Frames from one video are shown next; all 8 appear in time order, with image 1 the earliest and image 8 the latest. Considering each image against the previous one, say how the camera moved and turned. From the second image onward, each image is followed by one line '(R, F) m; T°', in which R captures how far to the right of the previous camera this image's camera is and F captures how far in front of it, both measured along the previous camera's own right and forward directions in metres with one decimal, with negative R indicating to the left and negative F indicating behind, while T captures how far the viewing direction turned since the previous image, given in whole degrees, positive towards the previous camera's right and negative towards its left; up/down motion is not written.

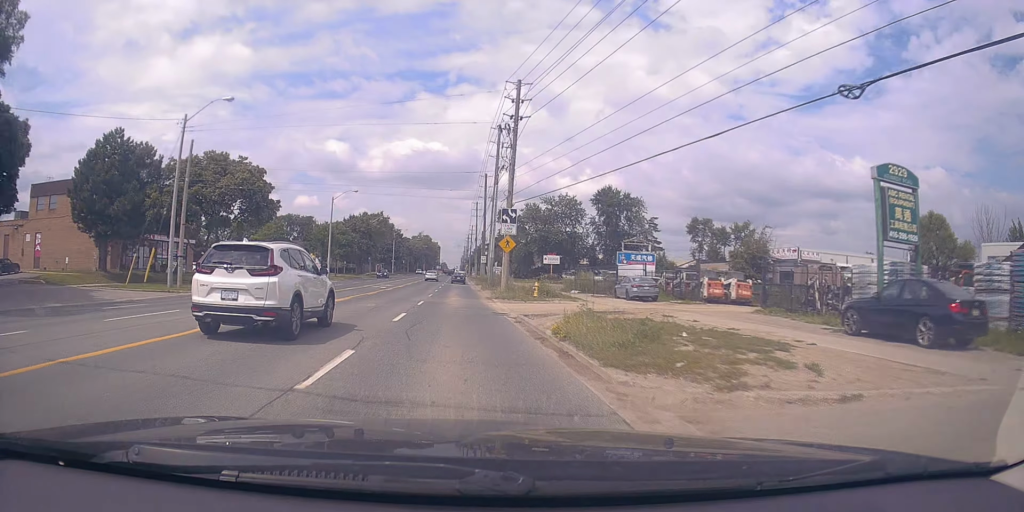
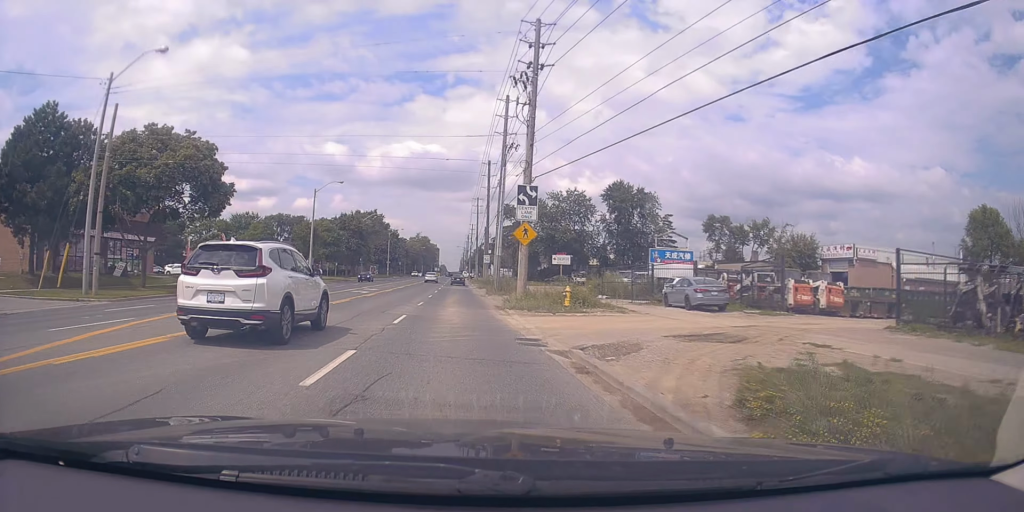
(-0.1, +8.8) m; +1°
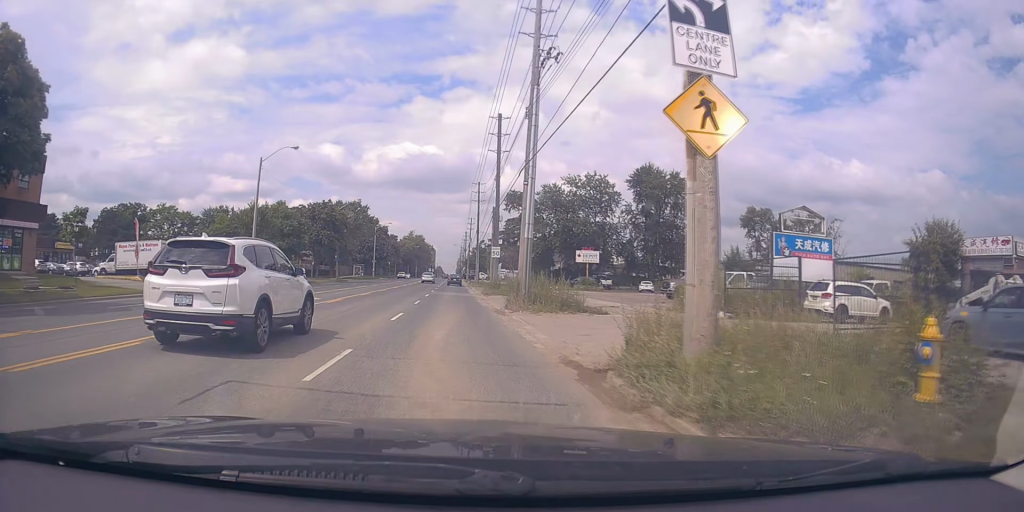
(+0.6, +17.5) m; 0°
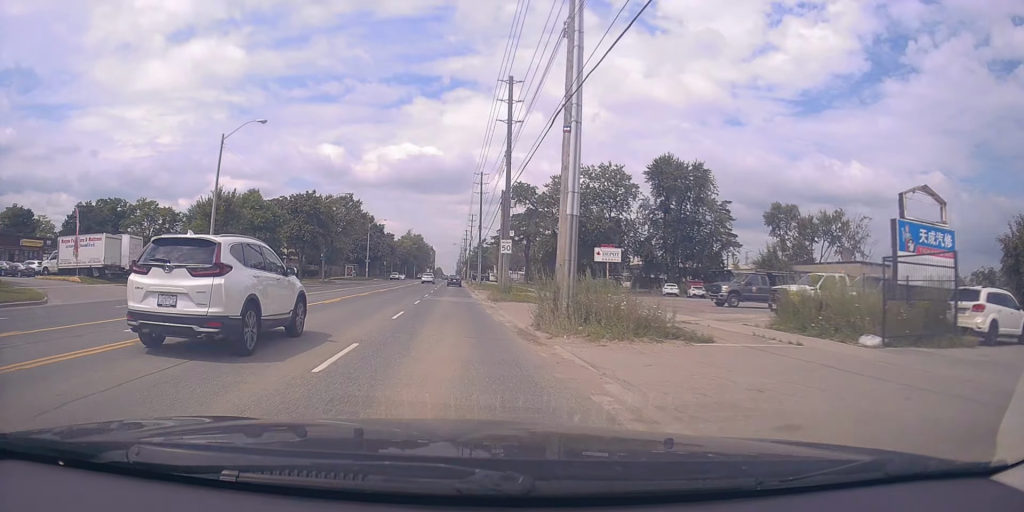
(-0.3, +8.2) m; 0°
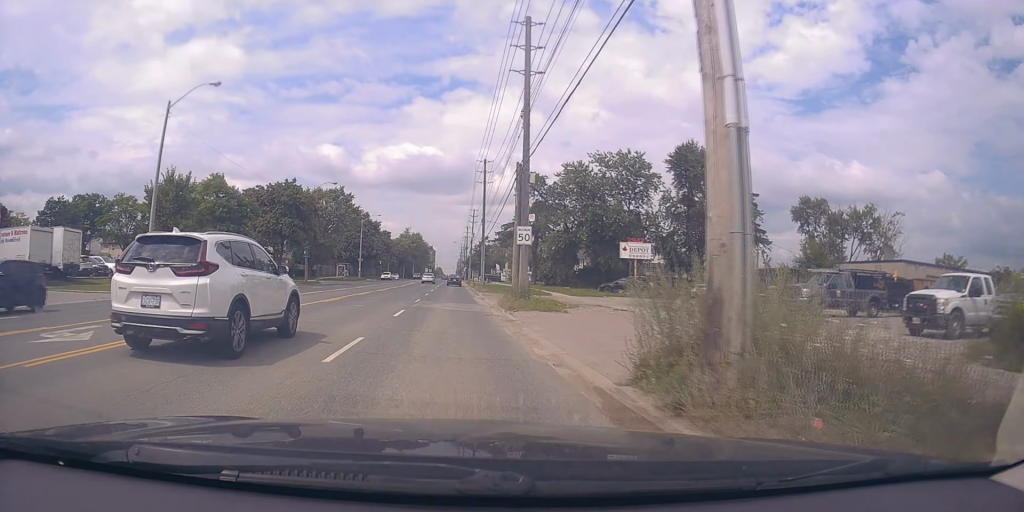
(-0.1, +8.3) m; 0°
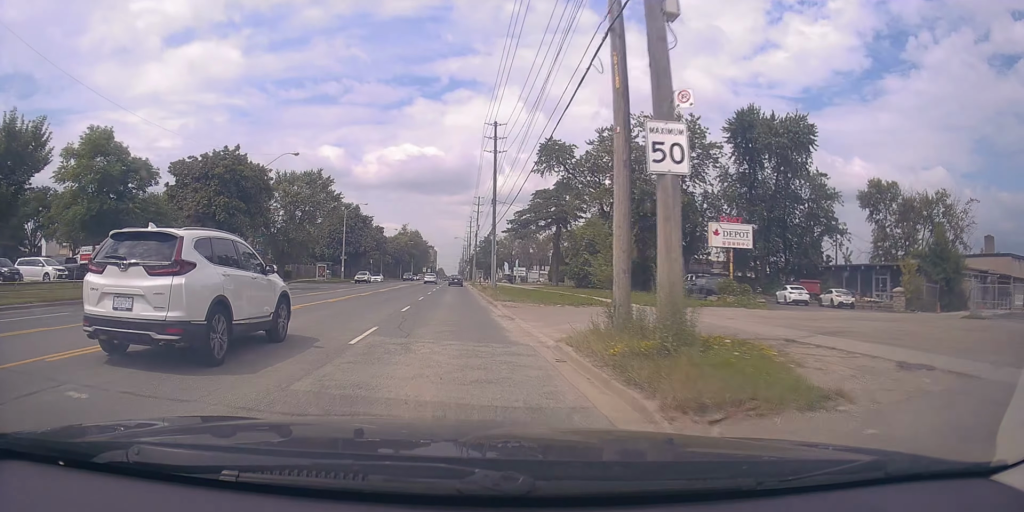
(+0.4, +16.1) m; +1°
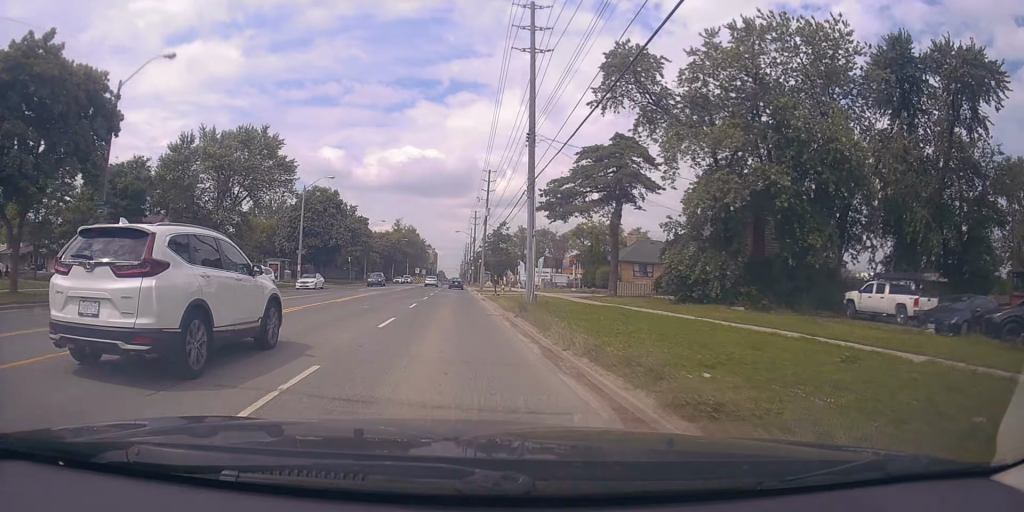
(-0.5, +23.4) m; -2°
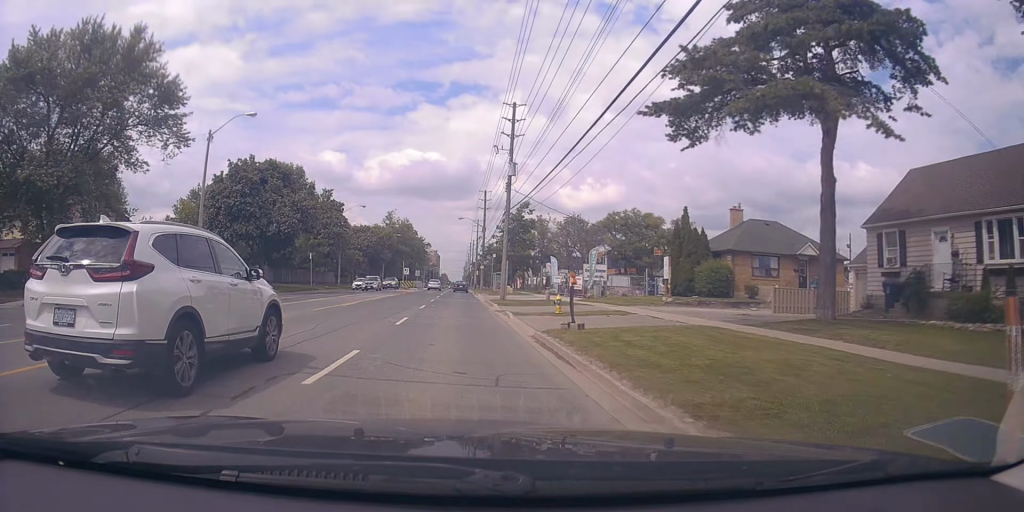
(-0.3, +24.9) m; 0°
